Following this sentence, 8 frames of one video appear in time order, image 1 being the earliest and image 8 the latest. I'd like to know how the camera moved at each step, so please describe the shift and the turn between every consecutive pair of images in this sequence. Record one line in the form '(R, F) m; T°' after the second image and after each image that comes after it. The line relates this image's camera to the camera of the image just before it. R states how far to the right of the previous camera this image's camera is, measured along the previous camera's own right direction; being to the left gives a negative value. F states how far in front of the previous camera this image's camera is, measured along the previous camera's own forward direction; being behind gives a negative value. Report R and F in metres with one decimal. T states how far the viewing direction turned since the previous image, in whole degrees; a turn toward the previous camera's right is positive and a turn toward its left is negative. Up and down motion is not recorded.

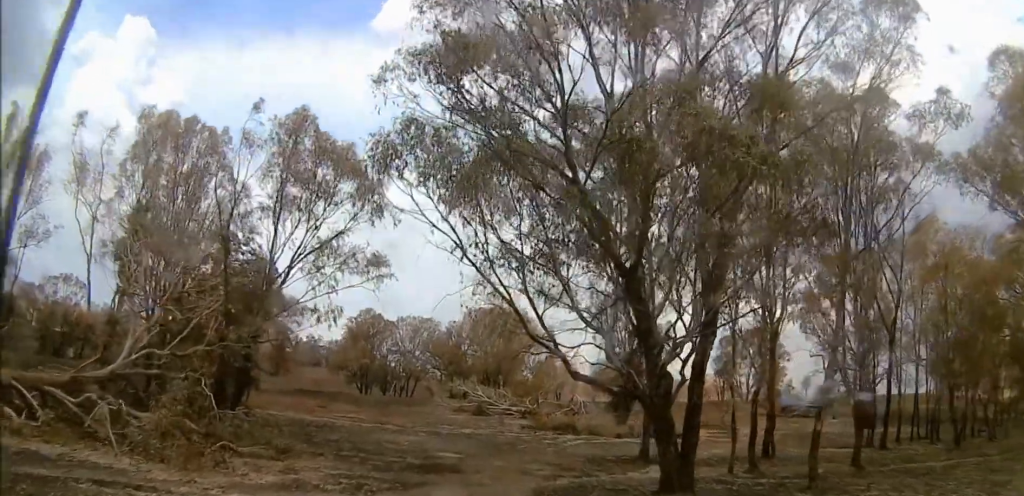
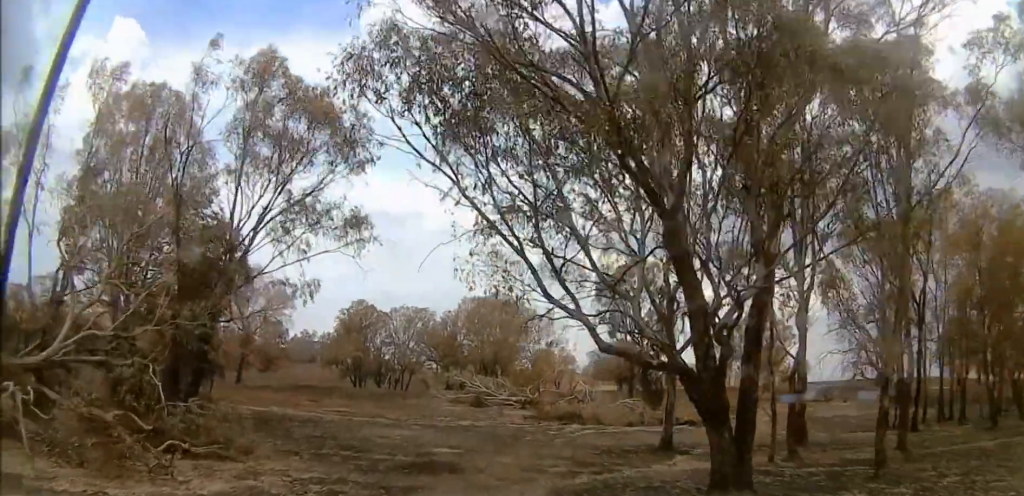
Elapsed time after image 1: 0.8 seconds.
(0.0, +3.2) m; 0°
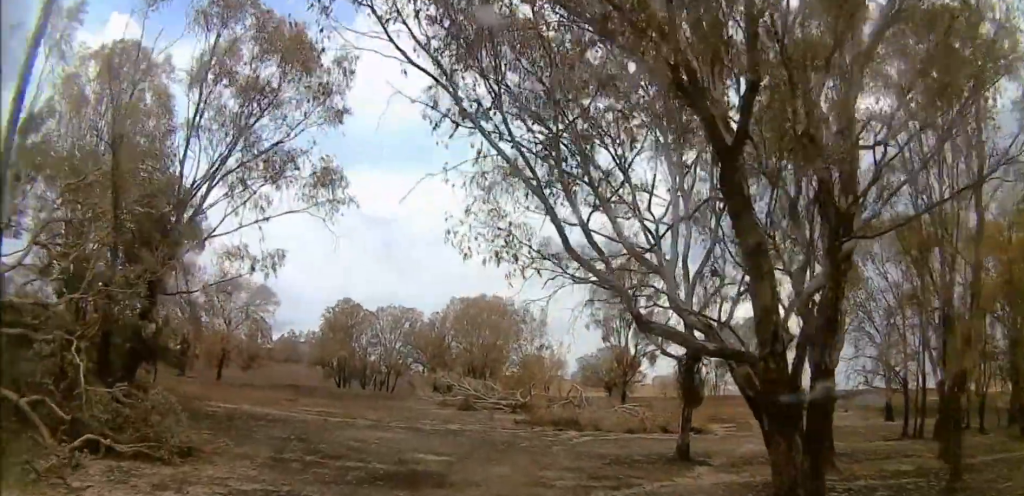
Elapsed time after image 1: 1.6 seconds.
(0.0, +3.3) m; 0°
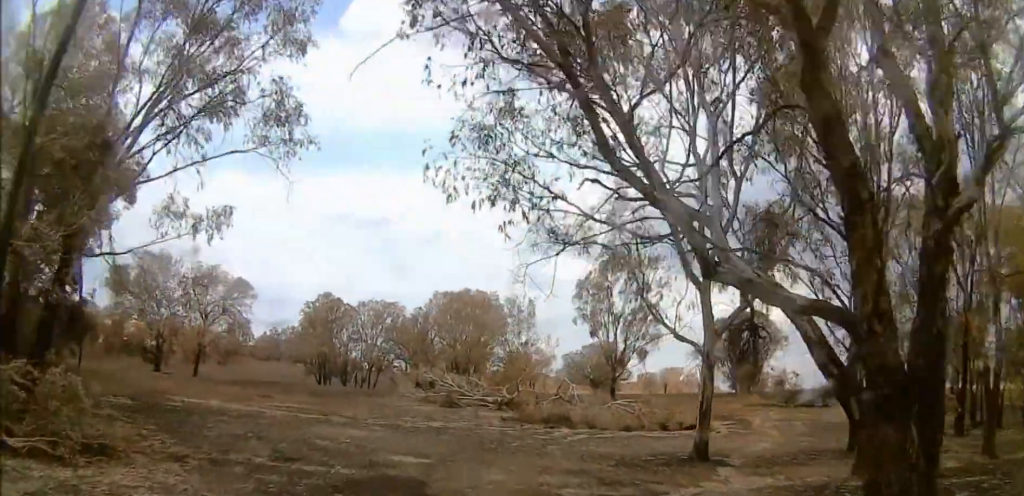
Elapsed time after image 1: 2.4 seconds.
(0.0, +3.4) m; 0°
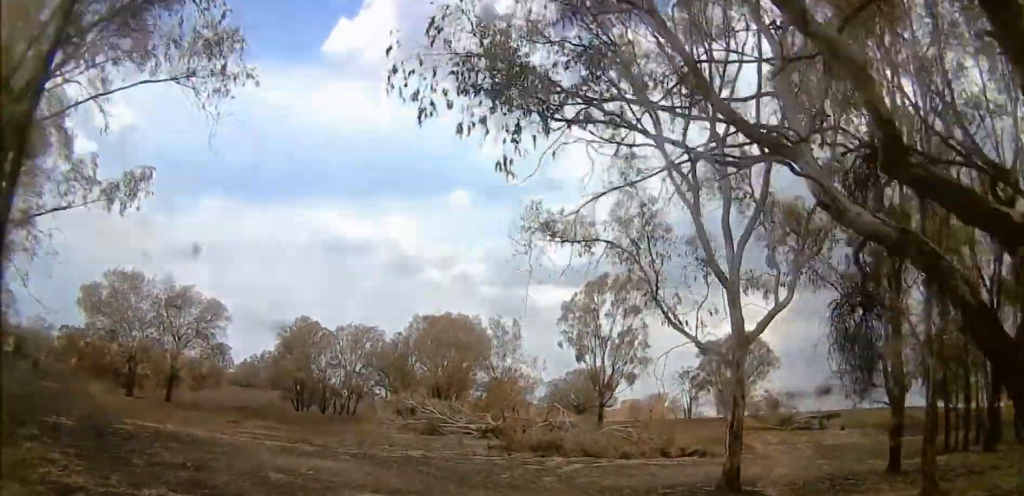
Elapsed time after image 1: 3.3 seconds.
(0.0, +3.8) m; 0°
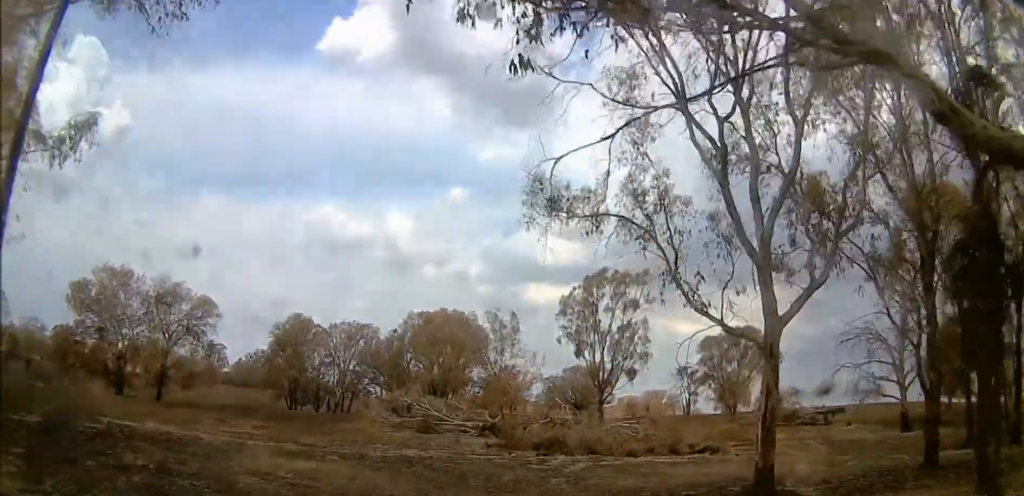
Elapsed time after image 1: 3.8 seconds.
(0.0, +2.1) m; 0°
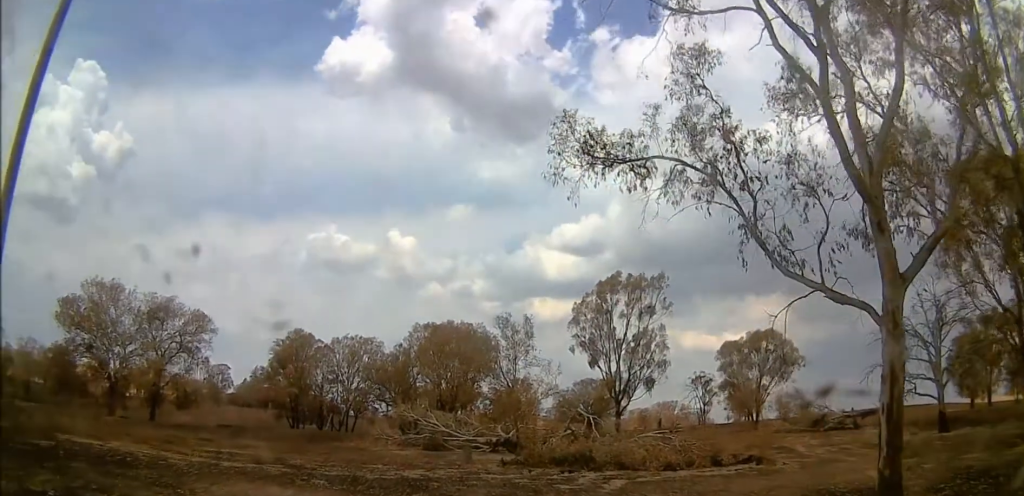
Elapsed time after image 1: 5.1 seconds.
(0.0, +4.6) m; 0°
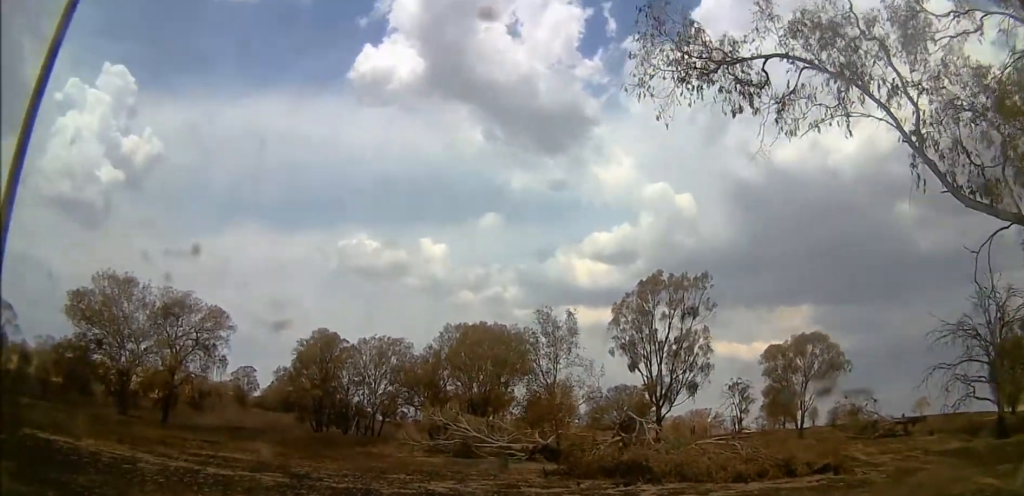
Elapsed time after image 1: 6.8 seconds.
(0.0, +4.8) m; -1°
